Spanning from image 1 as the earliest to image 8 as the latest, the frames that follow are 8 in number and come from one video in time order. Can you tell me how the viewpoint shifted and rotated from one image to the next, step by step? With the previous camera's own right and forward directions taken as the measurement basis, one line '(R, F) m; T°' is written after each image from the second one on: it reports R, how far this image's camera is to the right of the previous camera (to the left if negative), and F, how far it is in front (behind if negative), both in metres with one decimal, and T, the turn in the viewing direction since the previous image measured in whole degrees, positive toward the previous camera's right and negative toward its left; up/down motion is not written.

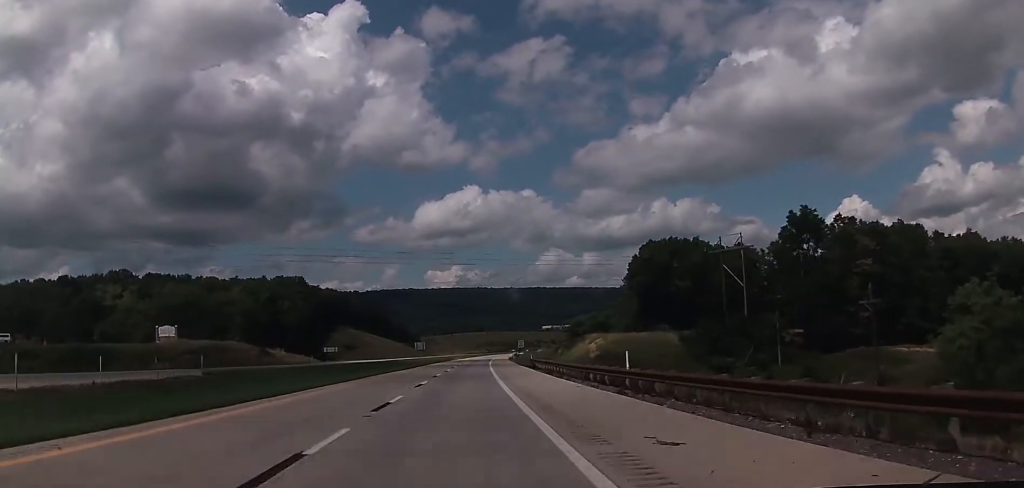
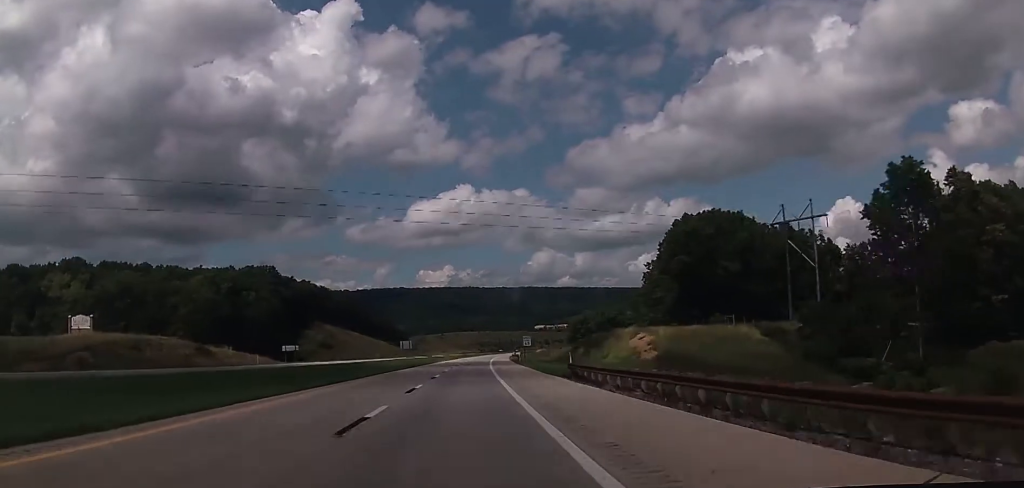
(0.0, +28.6) m; 0°
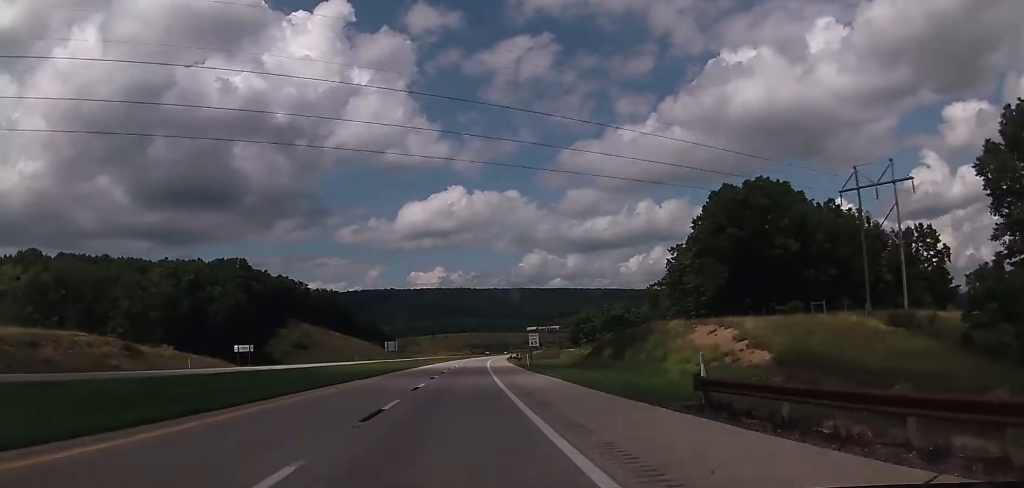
(0.0, +22.0) m; 0°
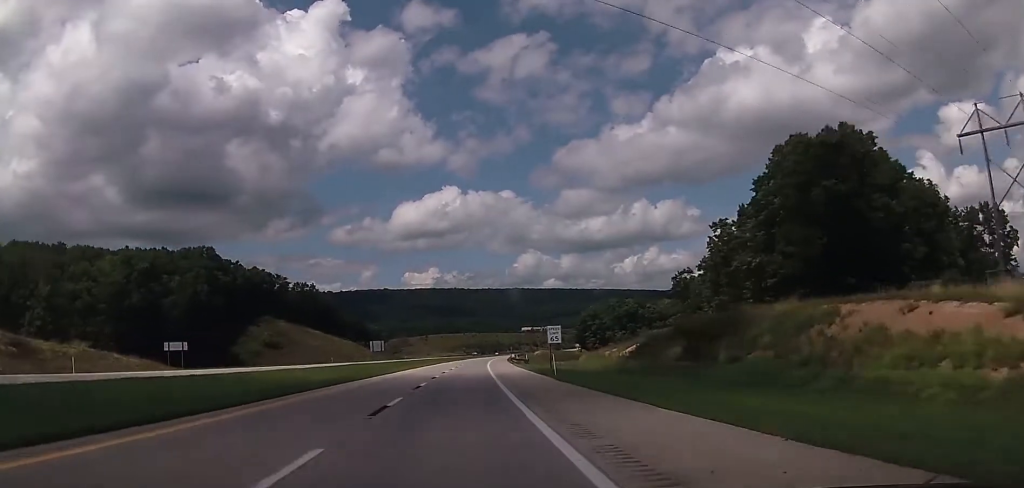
(0.0, +23.1) m; 0°
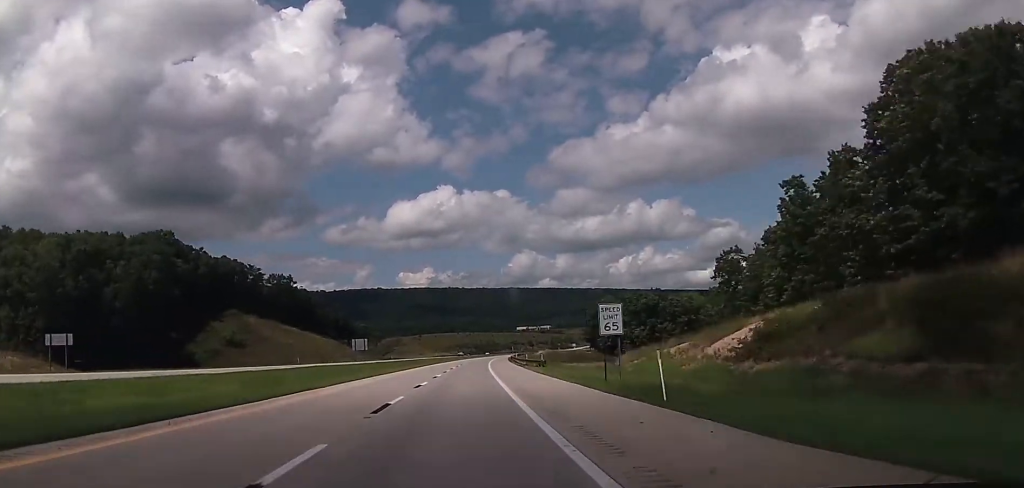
(0.0, +24.2) m; 0°
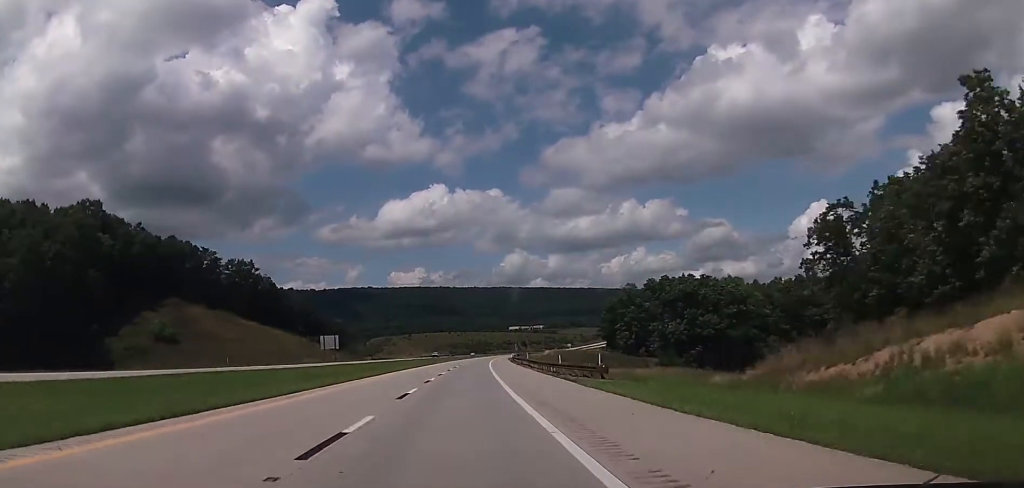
(+0.2, +31.9) m; +1°
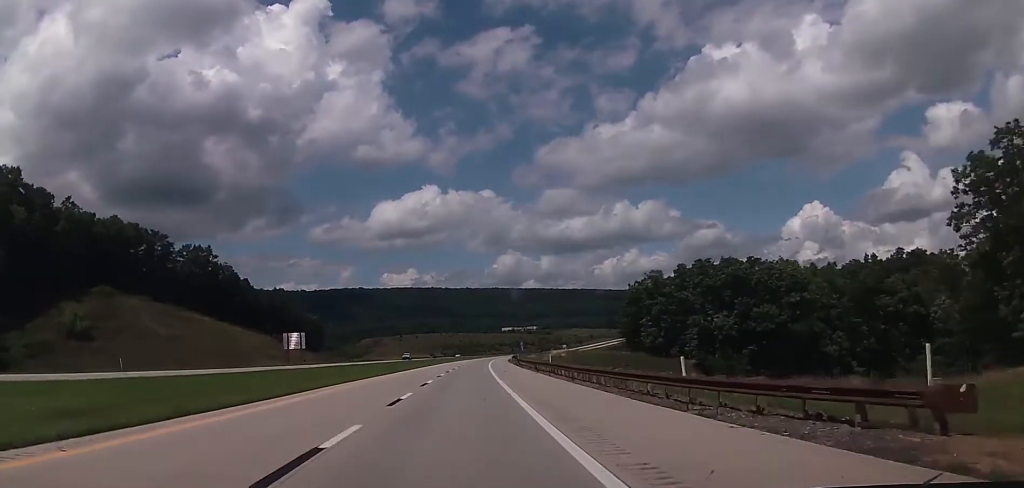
(+0.1, +26.4) m; +1°
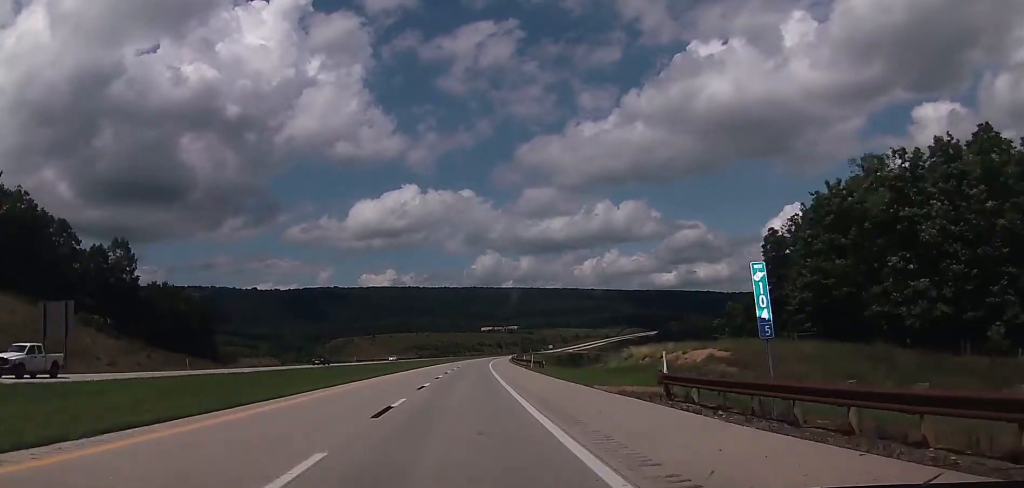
(+1.9, +77.0) m; +2°
